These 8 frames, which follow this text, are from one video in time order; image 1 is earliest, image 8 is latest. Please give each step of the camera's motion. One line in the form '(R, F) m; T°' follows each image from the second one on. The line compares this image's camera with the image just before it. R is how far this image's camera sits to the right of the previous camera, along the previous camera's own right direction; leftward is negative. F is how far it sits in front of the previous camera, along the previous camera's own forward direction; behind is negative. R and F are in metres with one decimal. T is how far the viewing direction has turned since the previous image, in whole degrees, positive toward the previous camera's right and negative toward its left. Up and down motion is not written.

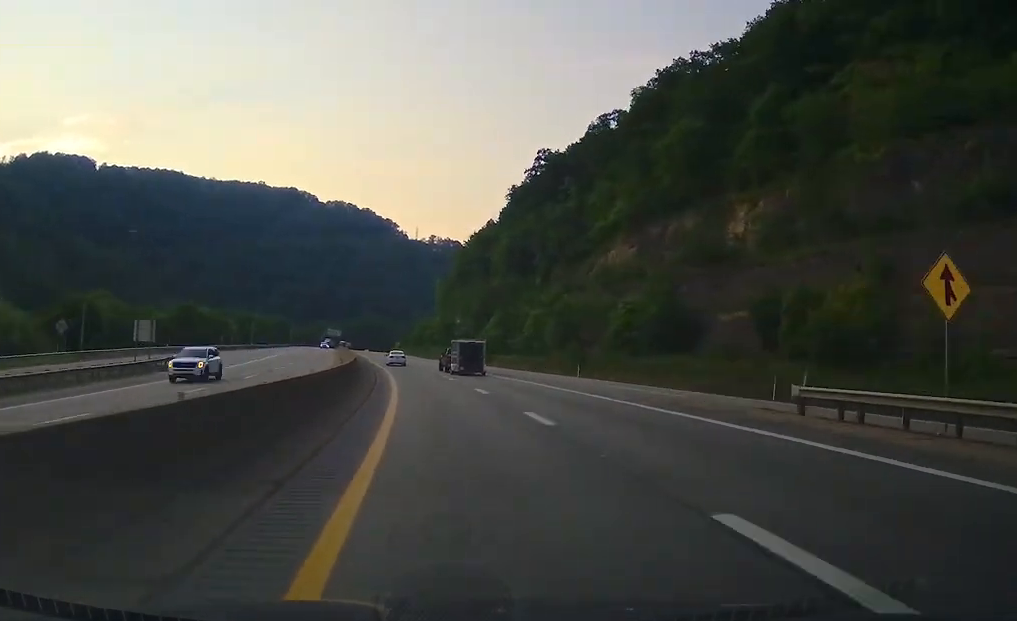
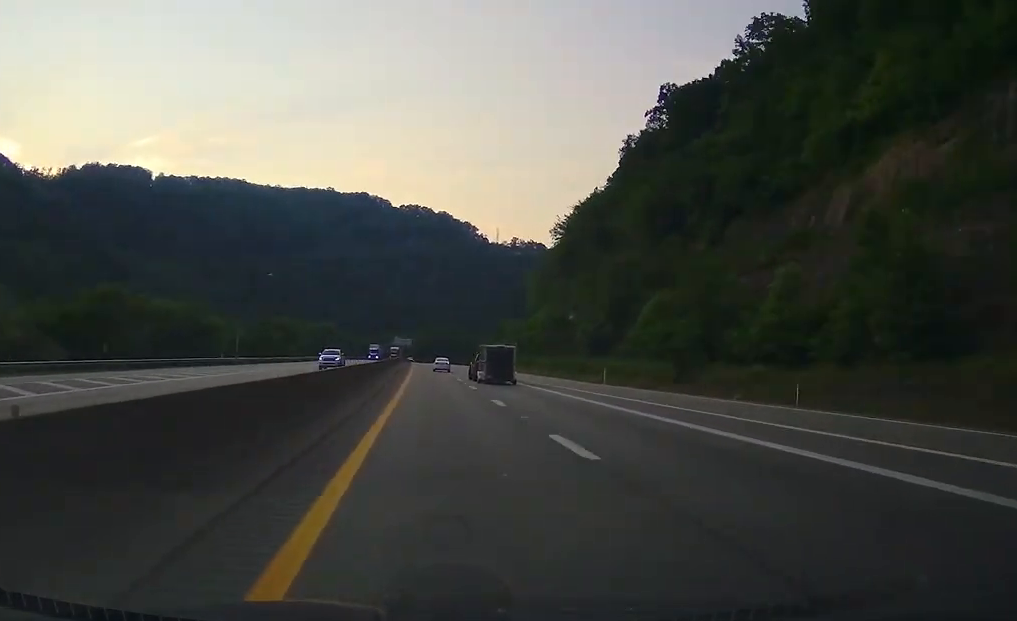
(-6.5, +75.2) m; -3°
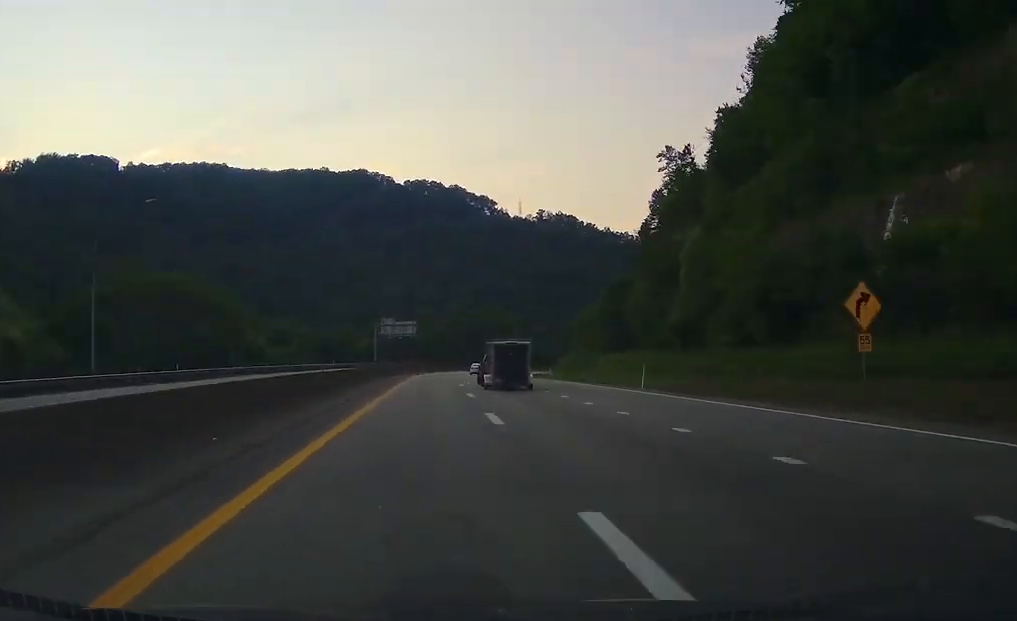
(-2.7, +160.2) m; +3°
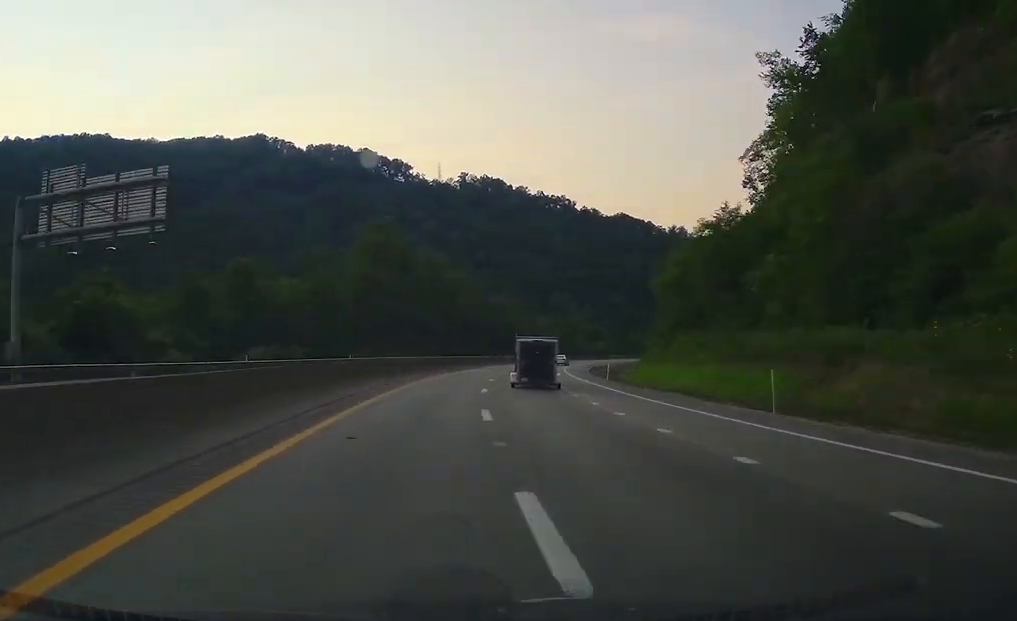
(+7.1, +91.1) m; +13°
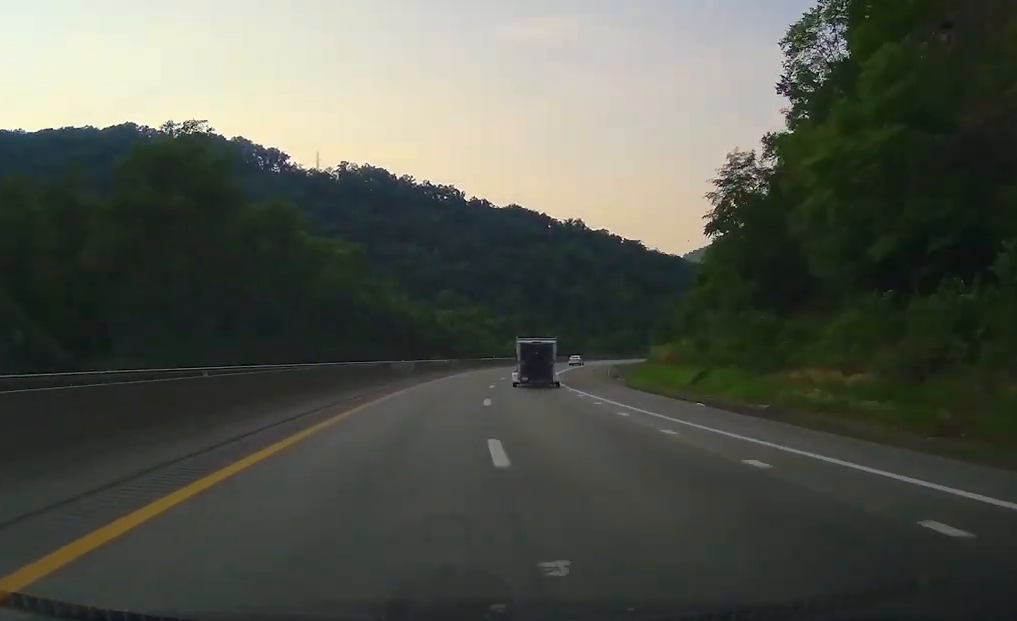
(+4.1, +48.9) m; +9°
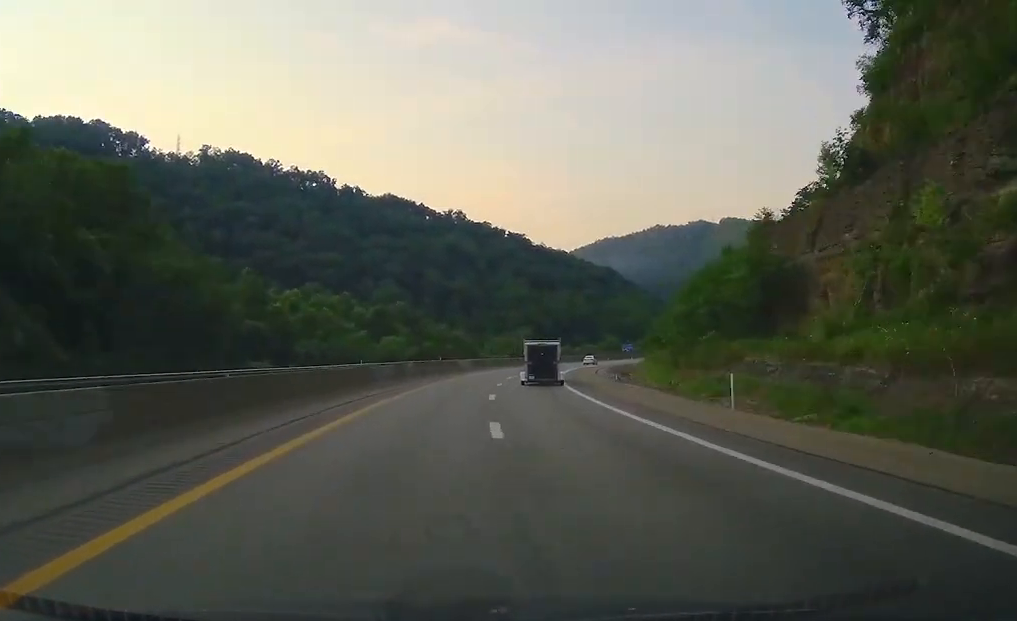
(+2.5, +55.8) m; +11°
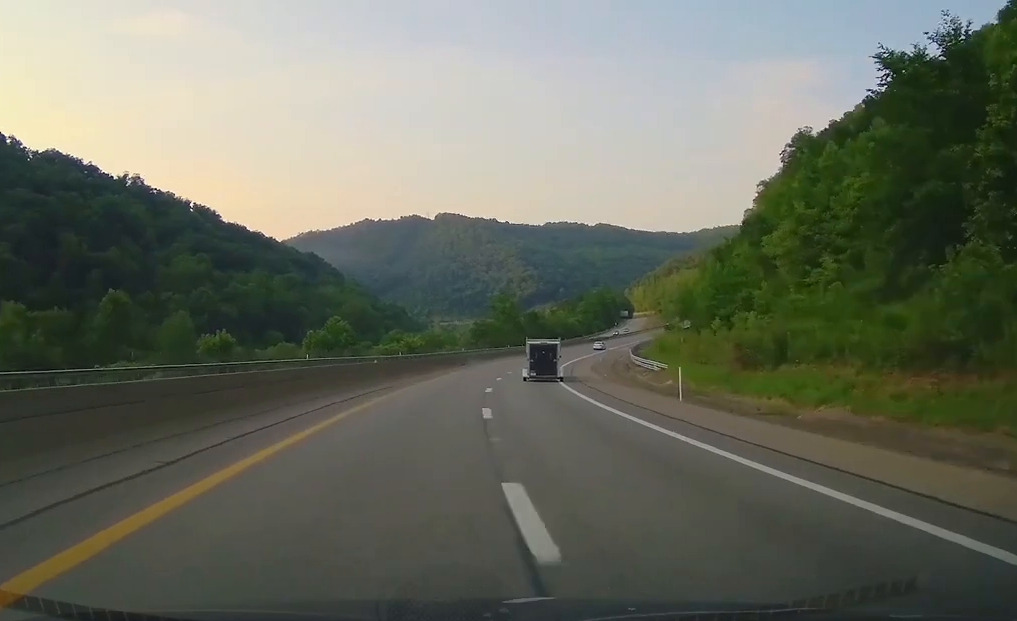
(+24.4, +128.8) m; +24°
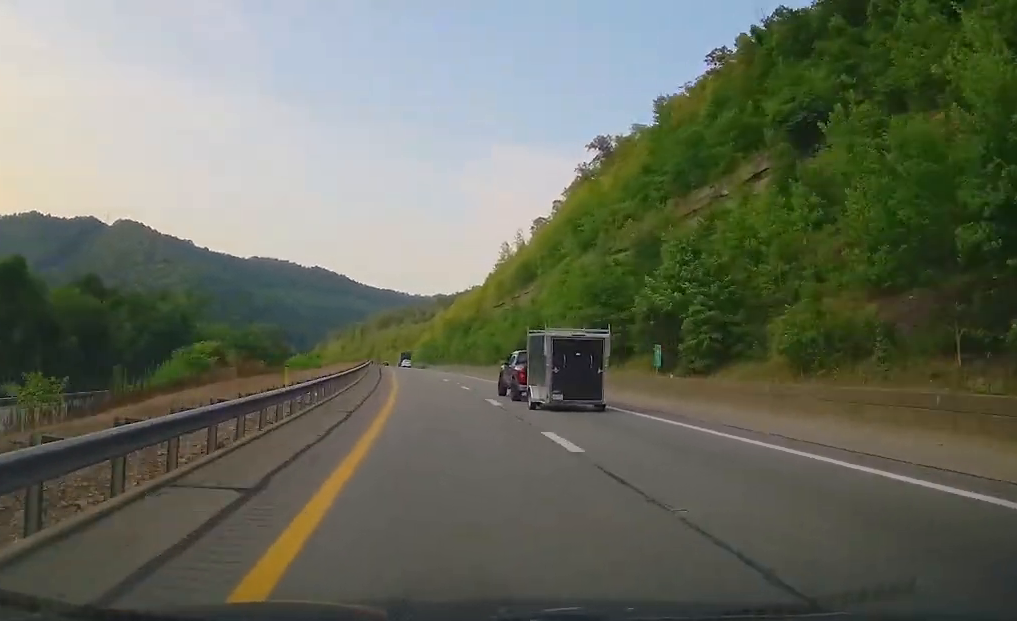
(+79.6, +380.1) m; +9°
